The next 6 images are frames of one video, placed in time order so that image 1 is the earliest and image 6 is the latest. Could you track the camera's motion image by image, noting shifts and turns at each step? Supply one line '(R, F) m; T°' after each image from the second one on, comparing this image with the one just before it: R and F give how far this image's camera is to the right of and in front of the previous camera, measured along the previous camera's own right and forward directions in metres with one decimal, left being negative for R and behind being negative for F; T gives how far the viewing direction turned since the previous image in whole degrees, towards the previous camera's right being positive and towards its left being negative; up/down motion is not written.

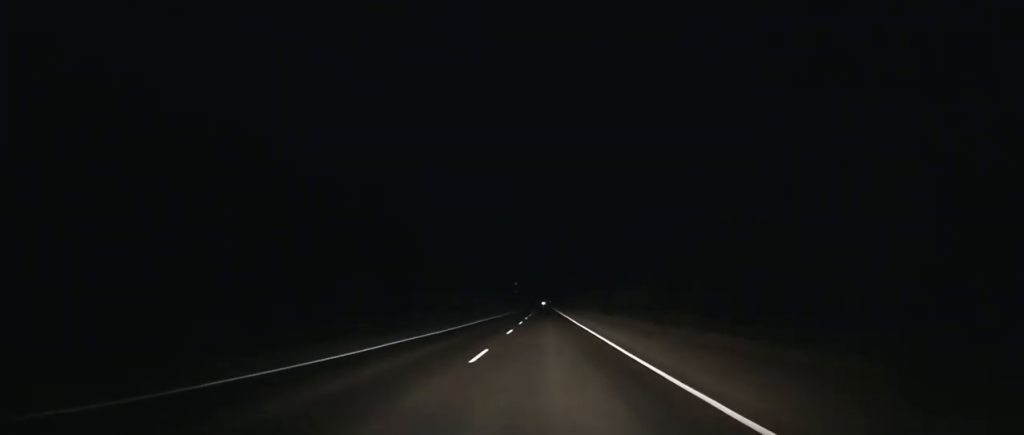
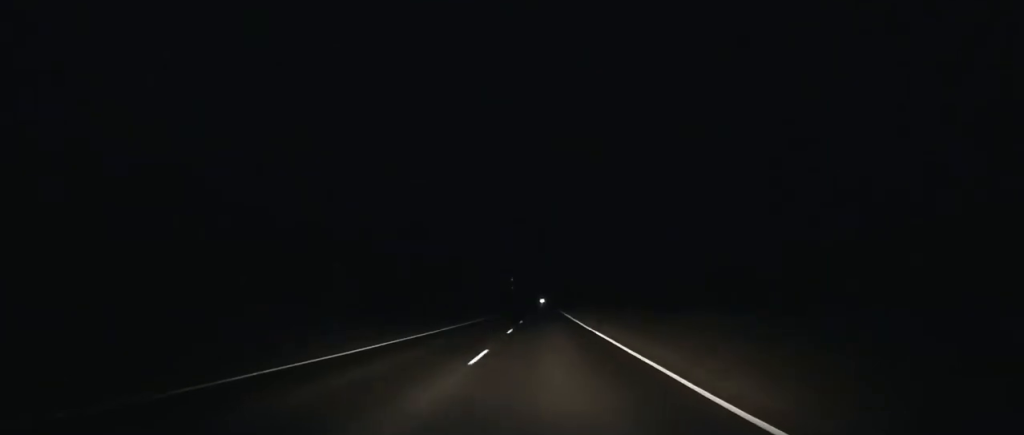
(+0.8, +235.0) m; 0°
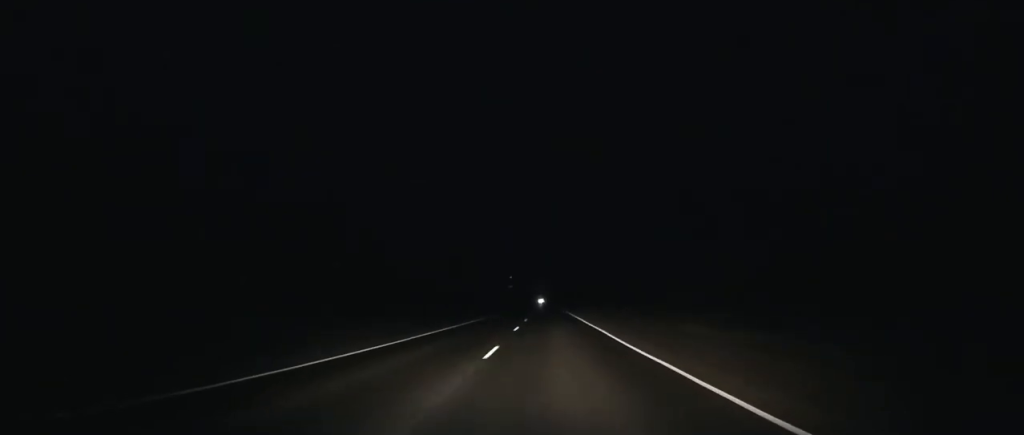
(-0.3, +142.5) m; 0°
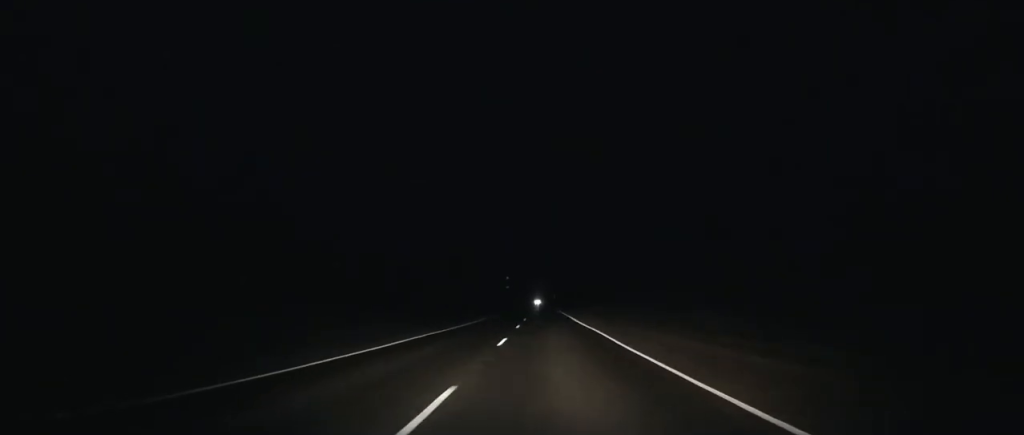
(0.0, +44.5) m; 0°
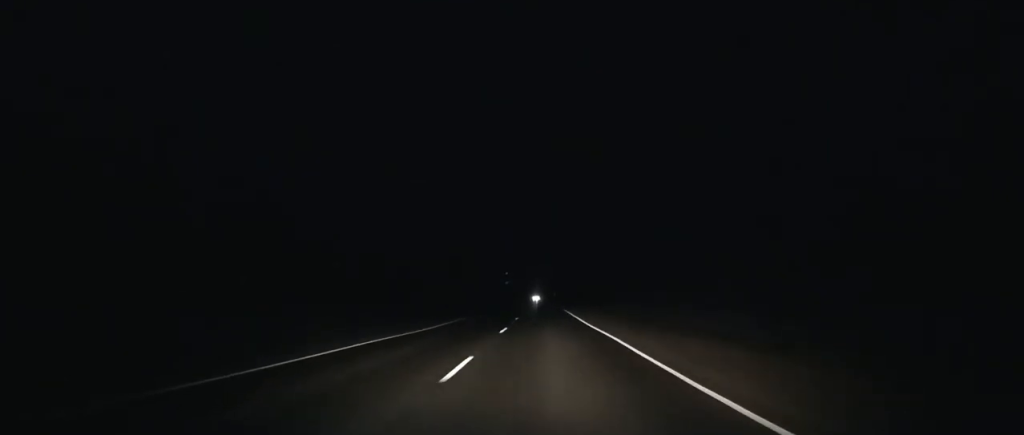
(0.0, +32.8) m; 0°
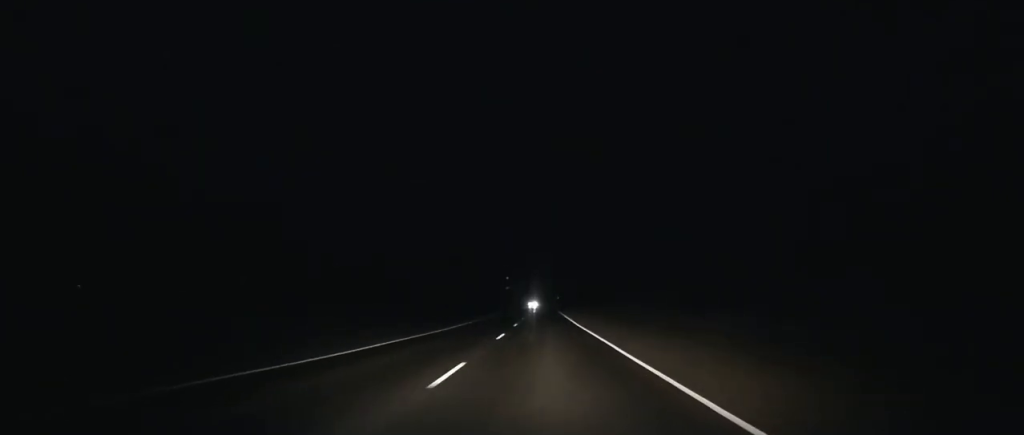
(-0.1, +48.1) m; 0°
